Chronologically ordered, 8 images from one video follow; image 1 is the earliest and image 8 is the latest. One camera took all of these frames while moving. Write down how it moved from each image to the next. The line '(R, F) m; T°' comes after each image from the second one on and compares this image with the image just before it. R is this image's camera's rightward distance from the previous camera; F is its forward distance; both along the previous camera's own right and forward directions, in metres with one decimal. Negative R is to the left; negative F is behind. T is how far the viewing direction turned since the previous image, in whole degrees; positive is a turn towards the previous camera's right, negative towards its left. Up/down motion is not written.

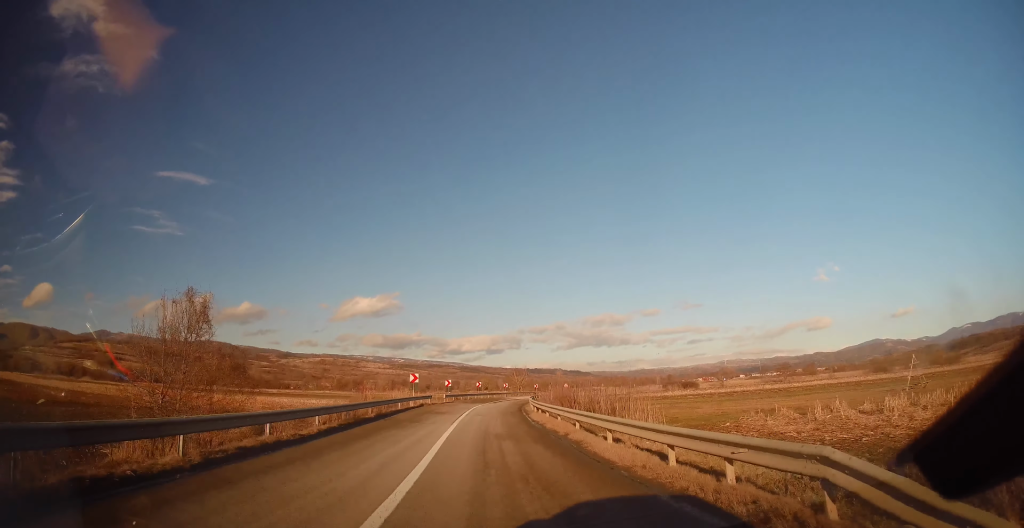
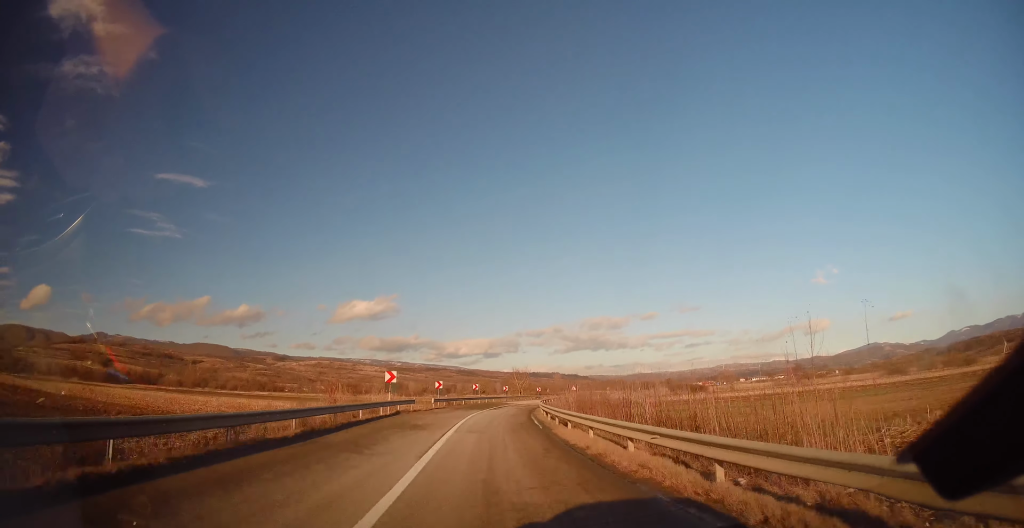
(0.0, +9.9) m; +1°
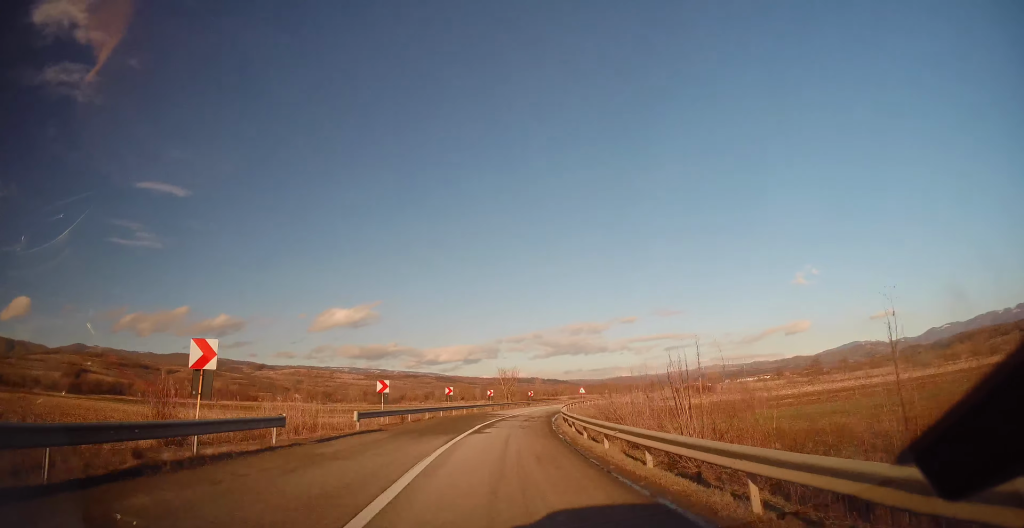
(+0.4, +21.0) m; +3°
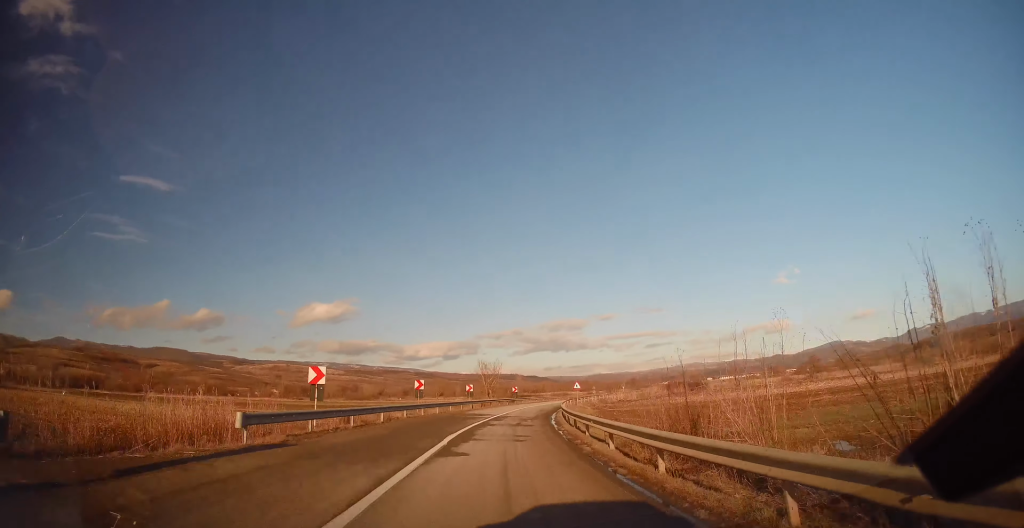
(+0.1, +9.0) m; +2°
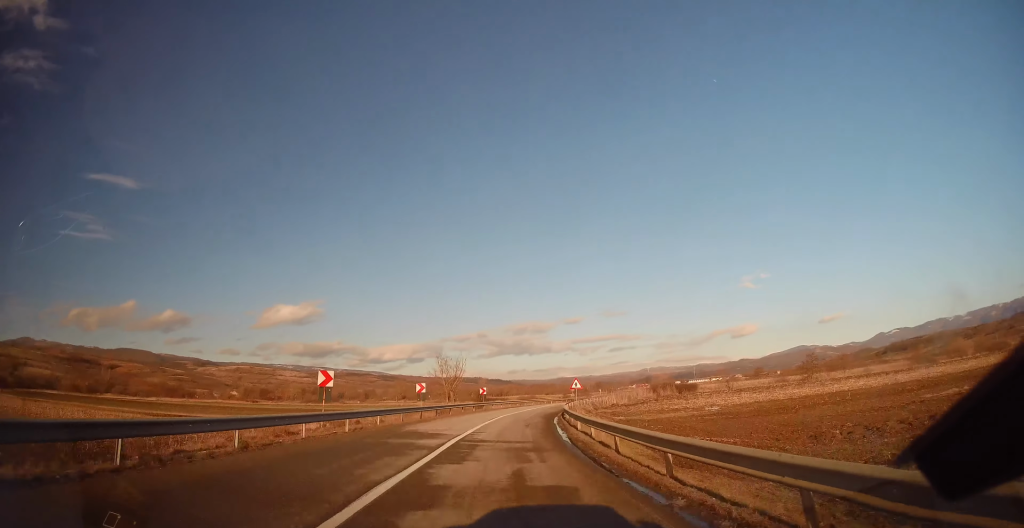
(+0.3, +16.6) m; +5°
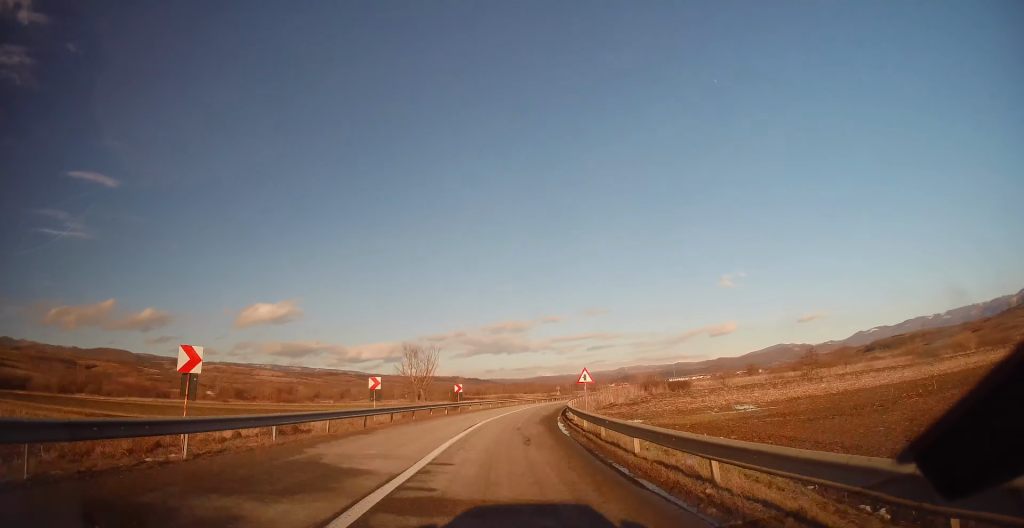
(+0.6, +10.0) m; +2°
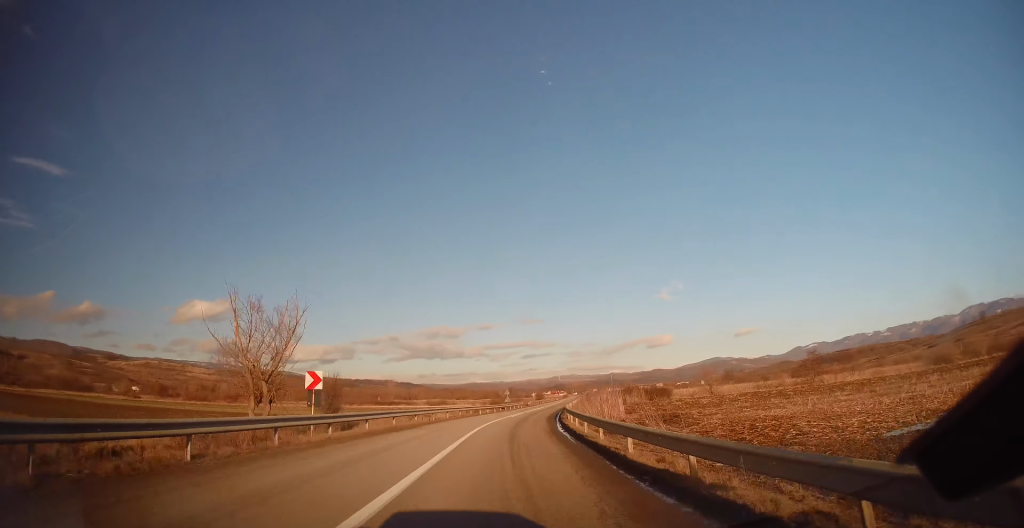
(+1.5, +27.5) m; +6°
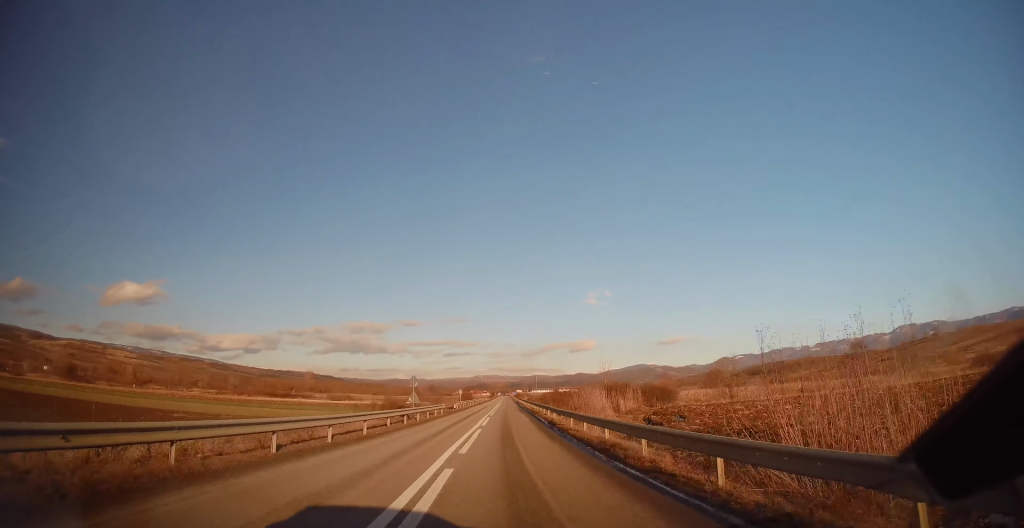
(+2.2, +36.7) m; +7°
